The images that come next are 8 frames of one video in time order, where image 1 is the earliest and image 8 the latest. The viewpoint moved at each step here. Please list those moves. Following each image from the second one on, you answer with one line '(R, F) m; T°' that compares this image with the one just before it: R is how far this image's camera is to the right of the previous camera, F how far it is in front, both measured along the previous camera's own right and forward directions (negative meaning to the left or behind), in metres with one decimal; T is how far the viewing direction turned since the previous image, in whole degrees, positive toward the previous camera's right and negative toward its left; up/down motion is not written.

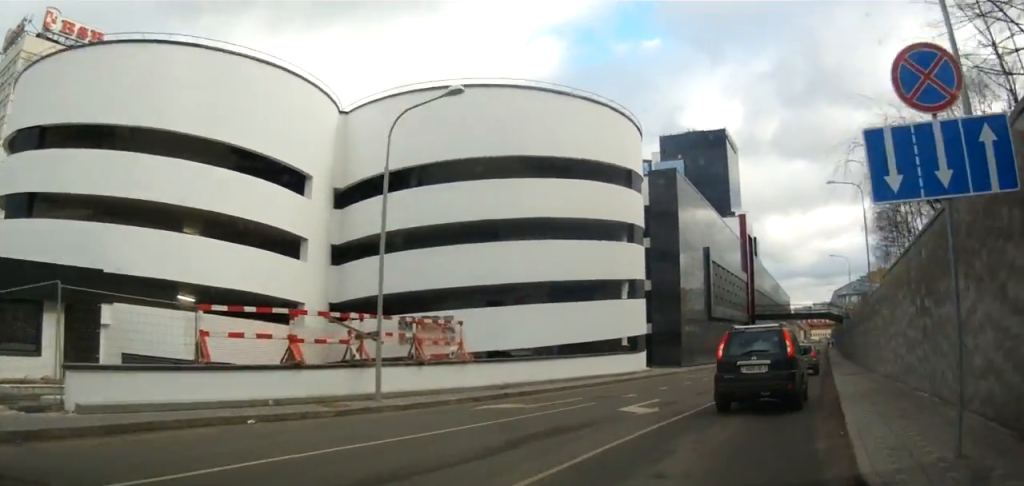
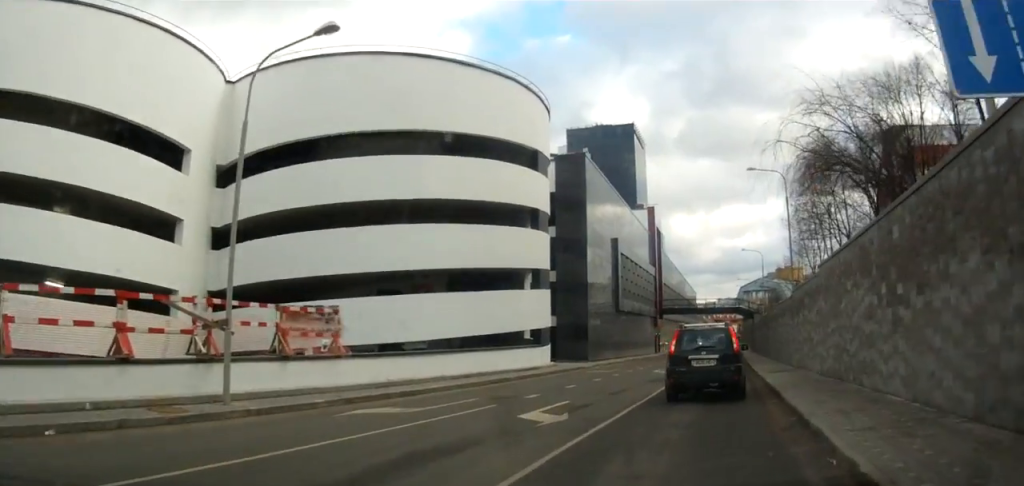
(+0.3, +3.0) m; +6°
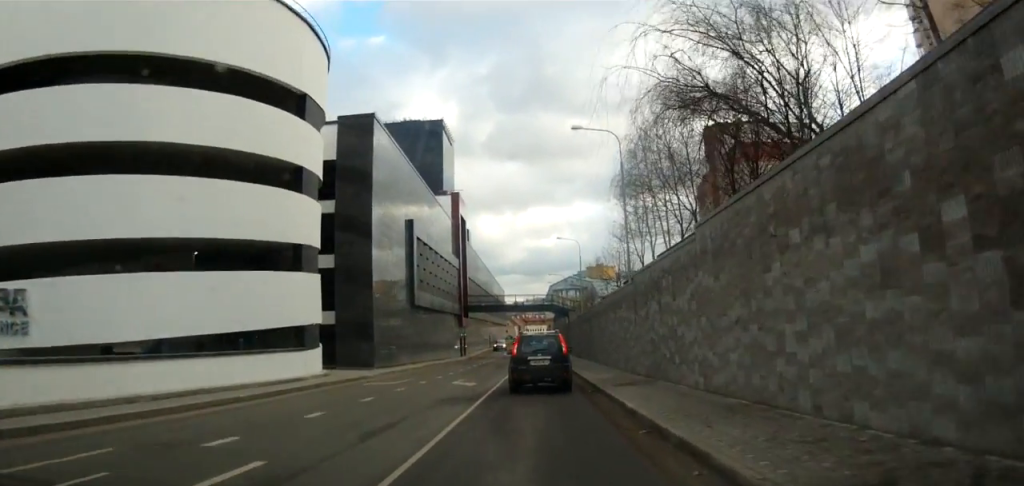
(+0.3, +8.1) m; +4°
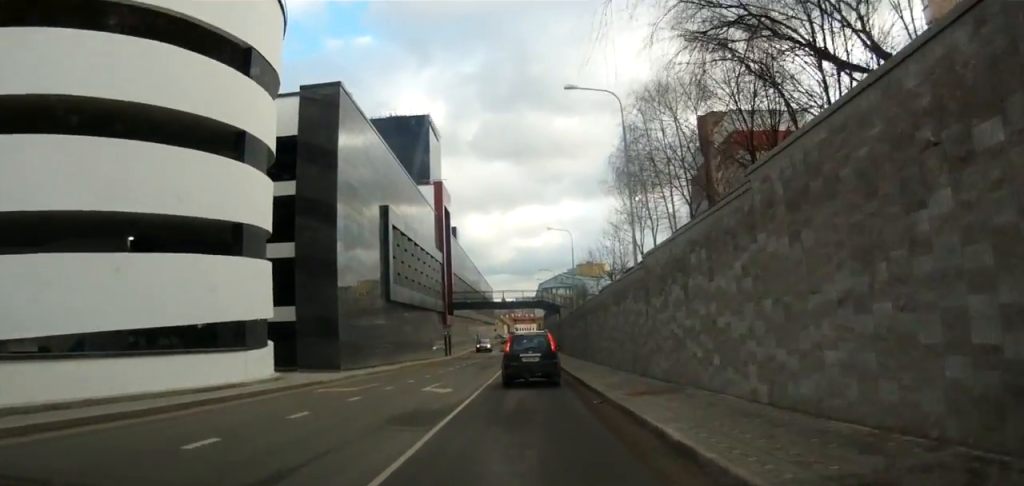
(+0.2, +4.2) m; +1°
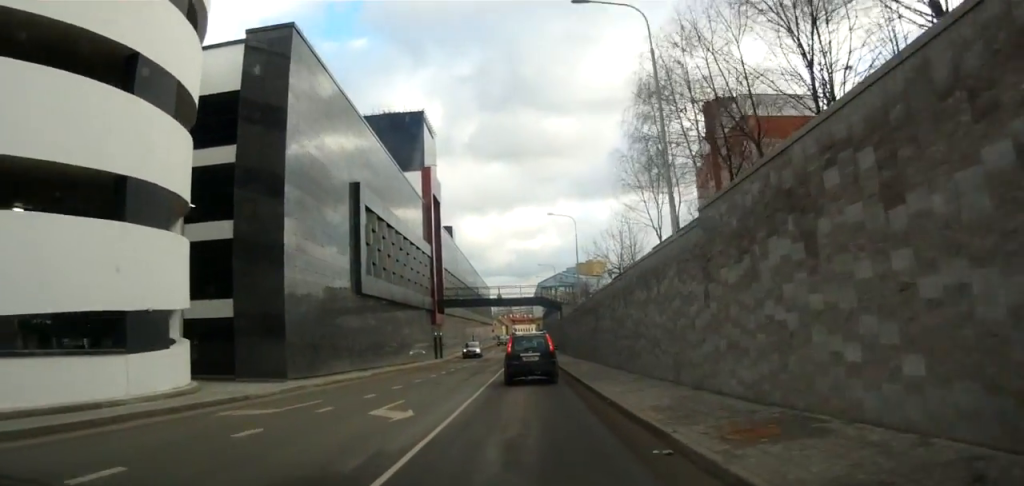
(-0.1, +6.1) m; +2°
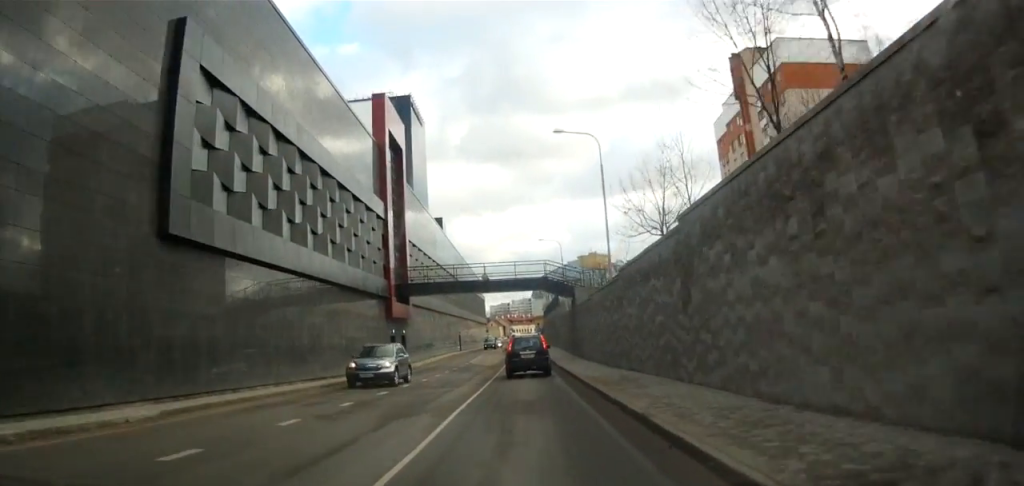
(+0.9, +18.3) m; +4°
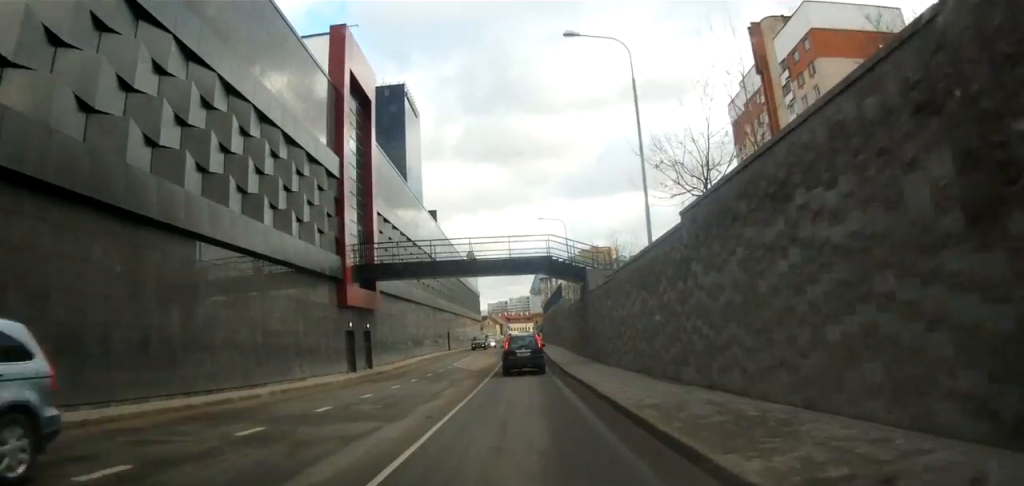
(-0.1, +9.8) m; -1°
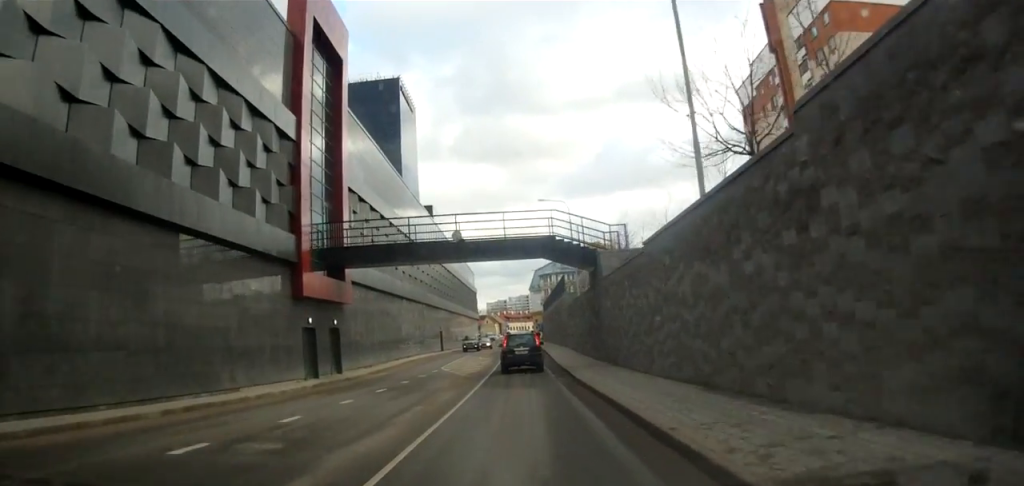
(-0.1, +5.6) m; 0°
